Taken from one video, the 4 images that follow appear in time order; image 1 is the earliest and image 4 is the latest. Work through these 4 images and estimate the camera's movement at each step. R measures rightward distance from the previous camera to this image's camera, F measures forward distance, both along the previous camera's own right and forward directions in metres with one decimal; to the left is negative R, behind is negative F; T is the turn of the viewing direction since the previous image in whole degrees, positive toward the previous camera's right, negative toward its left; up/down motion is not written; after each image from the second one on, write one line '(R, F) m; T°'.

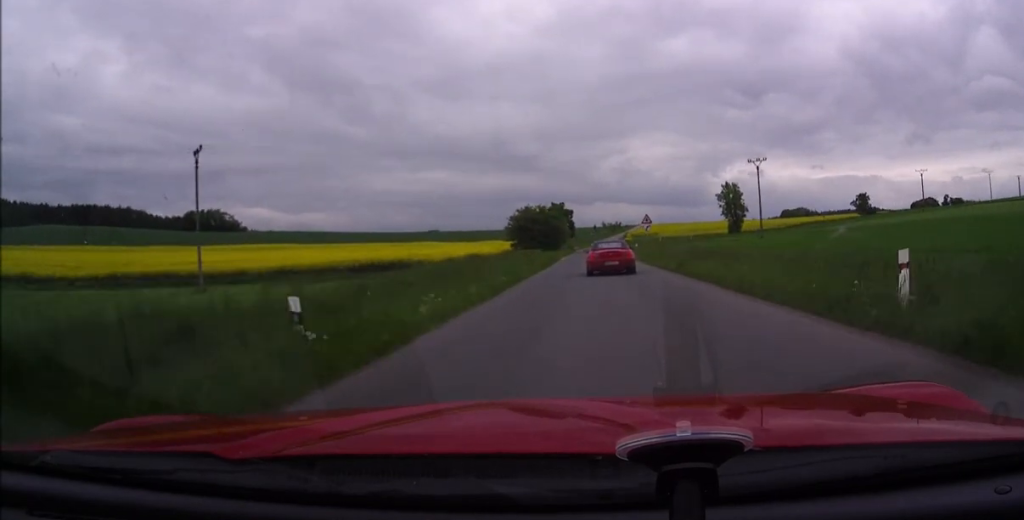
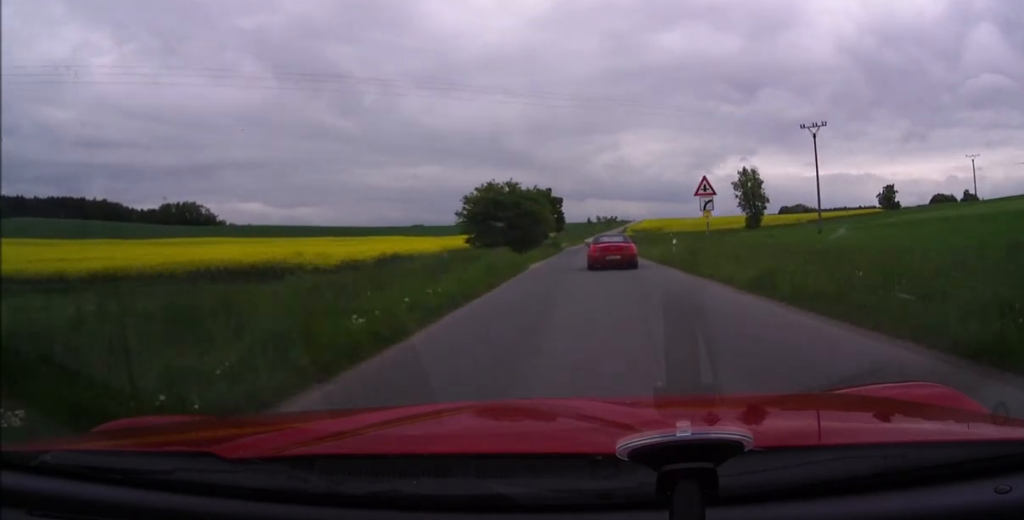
(-0.6, +26.4) m; -1°
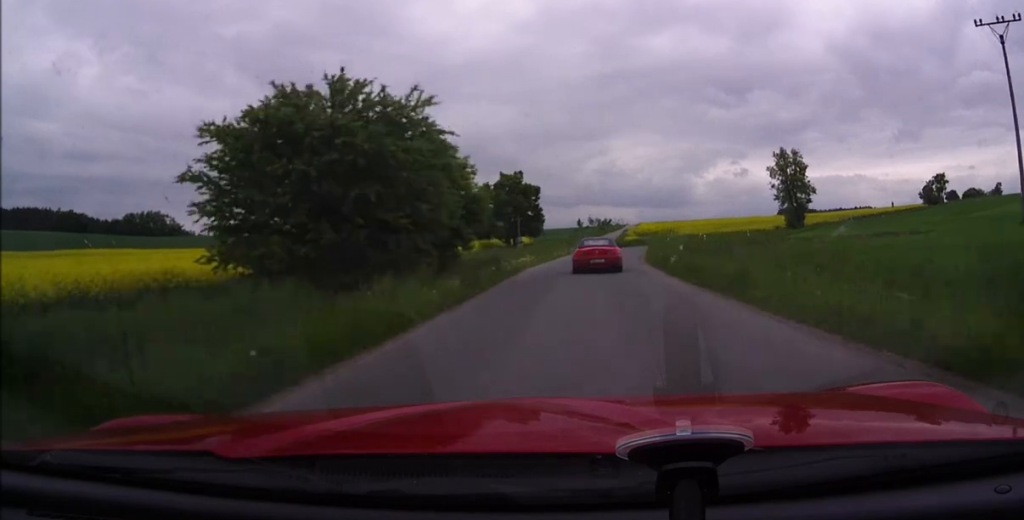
(+0.4, +36.4) m; +1°
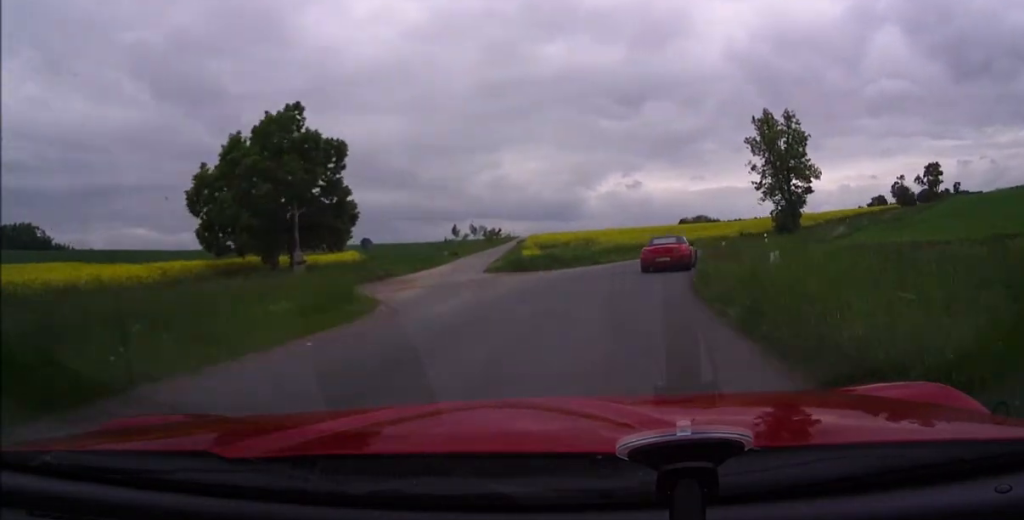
(+2.1, +38.8) m; +13°
